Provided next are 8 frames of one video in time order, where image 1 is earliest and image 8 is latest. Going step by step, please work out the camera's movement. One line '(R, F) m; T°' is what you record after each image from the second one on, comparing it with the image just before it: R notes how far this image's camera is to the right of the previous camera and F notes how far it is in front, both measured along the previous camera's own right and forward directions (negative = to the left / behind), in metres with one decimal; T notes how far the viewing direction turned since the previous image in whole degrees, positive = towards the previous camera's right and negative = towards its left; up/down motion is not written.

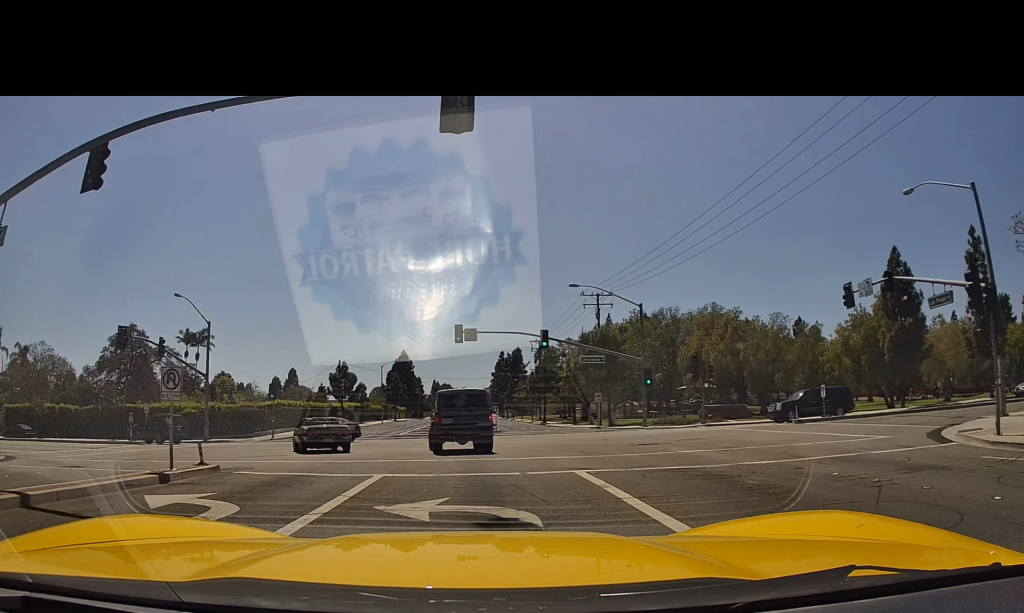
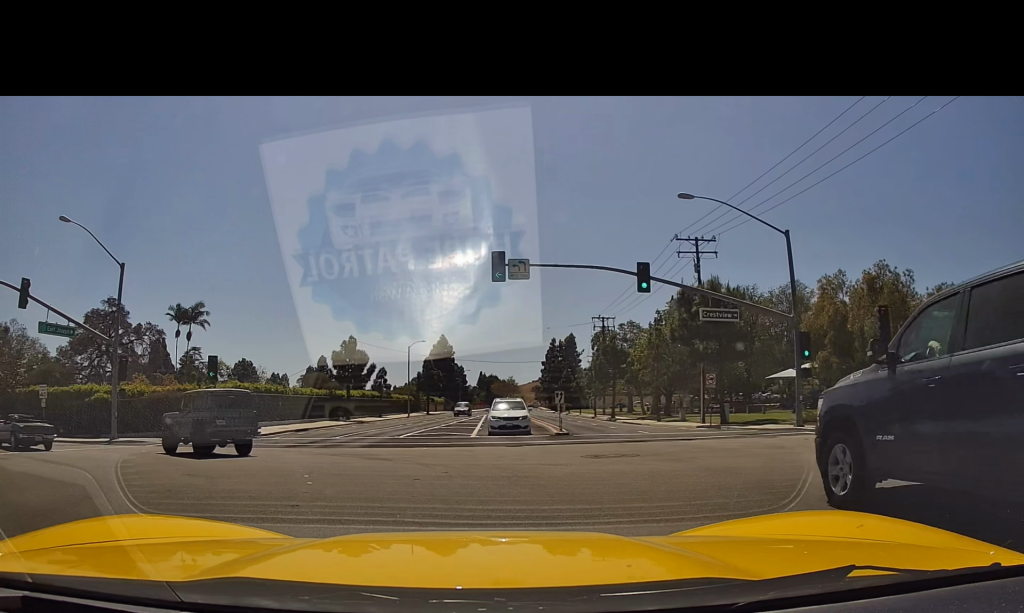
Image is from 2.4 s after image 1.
(+0.3, +19.8) m; -5°
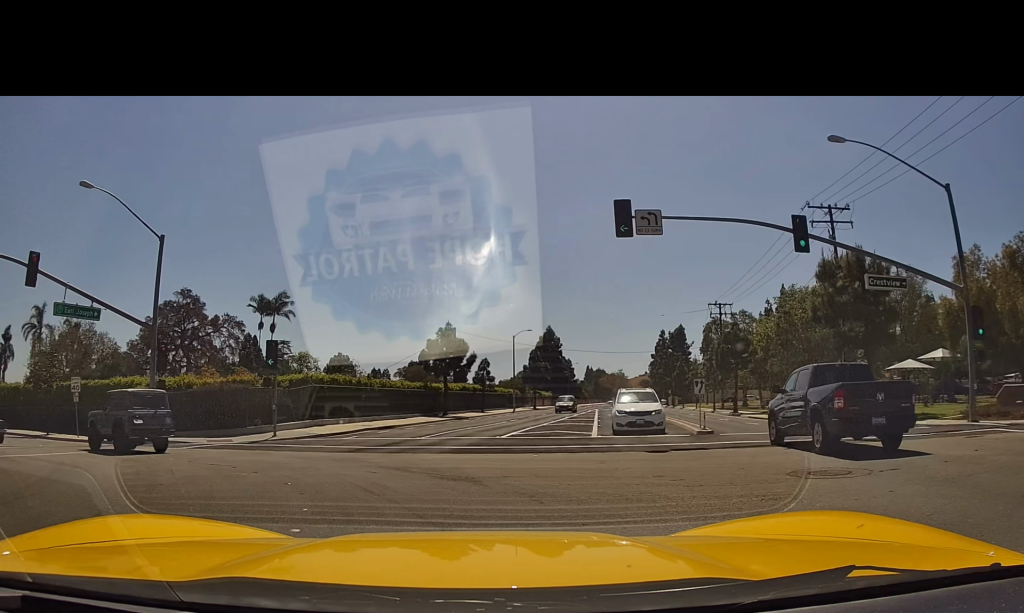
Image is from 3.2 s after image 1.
(-0.5, +6.1) m; +2°
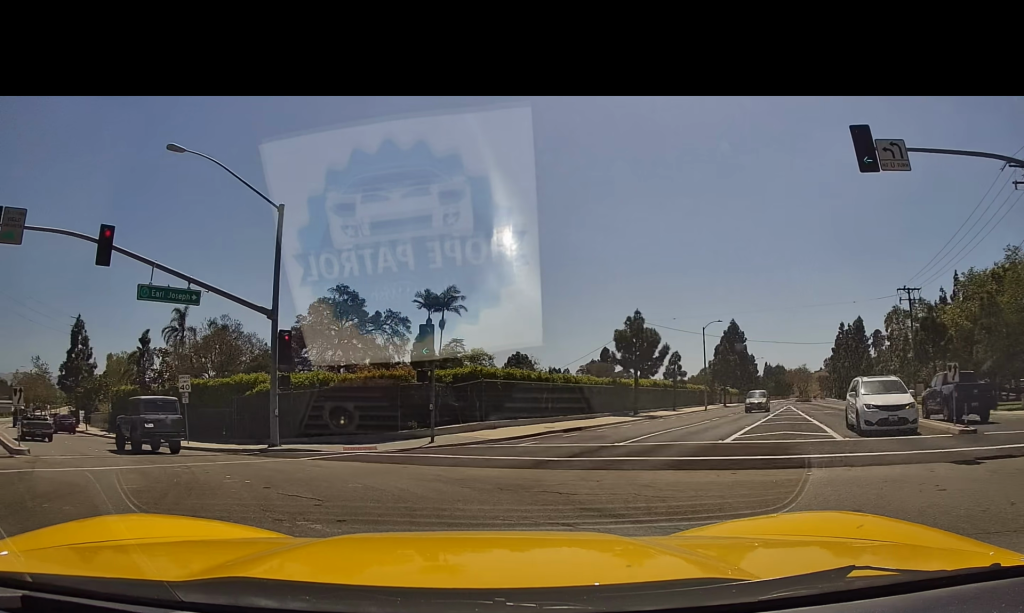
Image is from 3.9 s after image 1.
(+0.3, +5.9) m; -5°
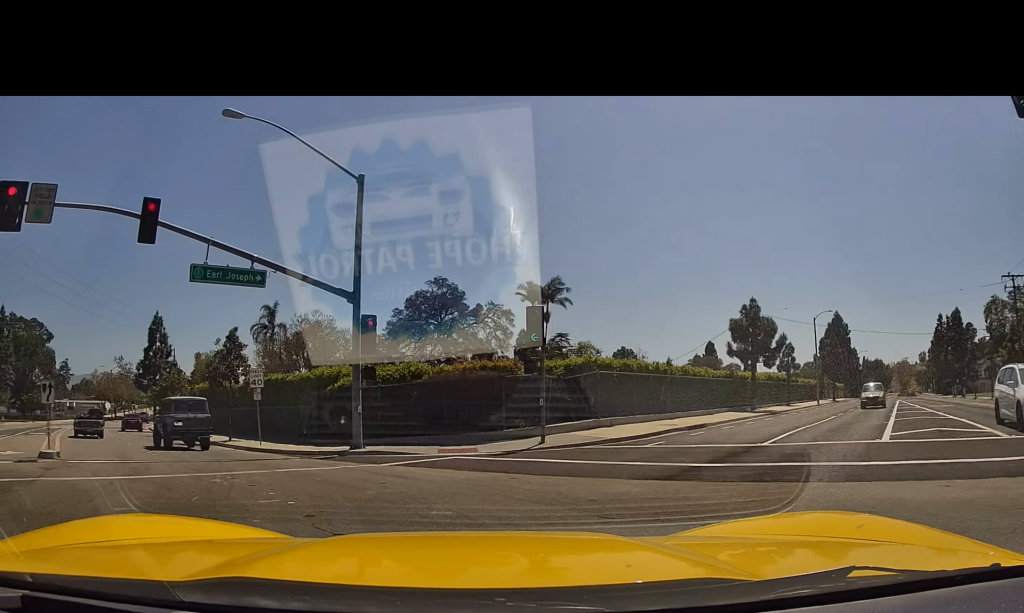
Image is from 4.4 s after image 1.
(+0.7, +3.3) m; -5°
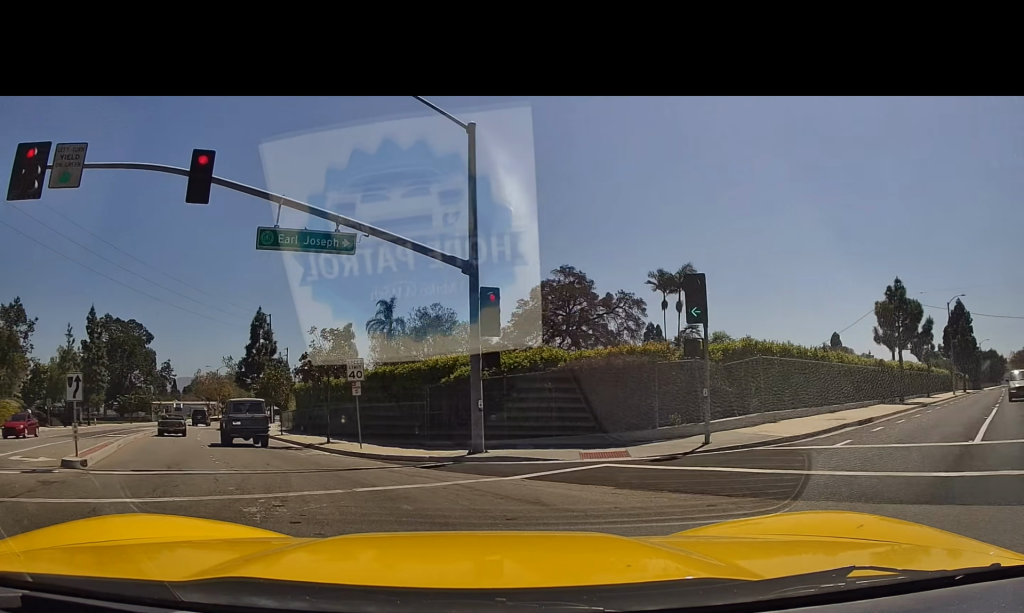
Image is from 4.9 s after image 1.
(-1.1, +3.5) m; -17°
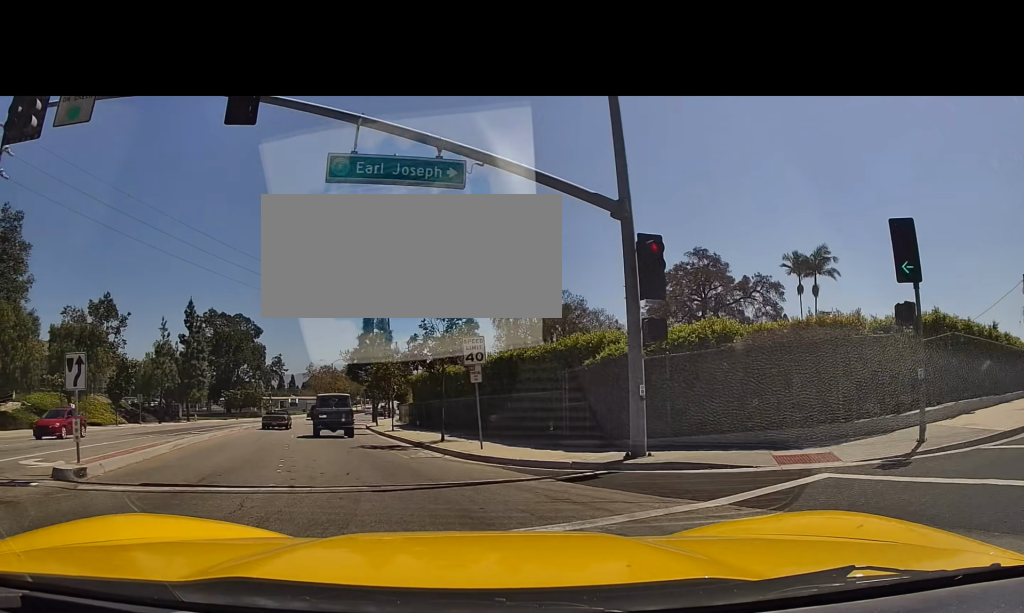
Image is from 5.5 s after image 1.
(-0.4, +3.7) m; -18°
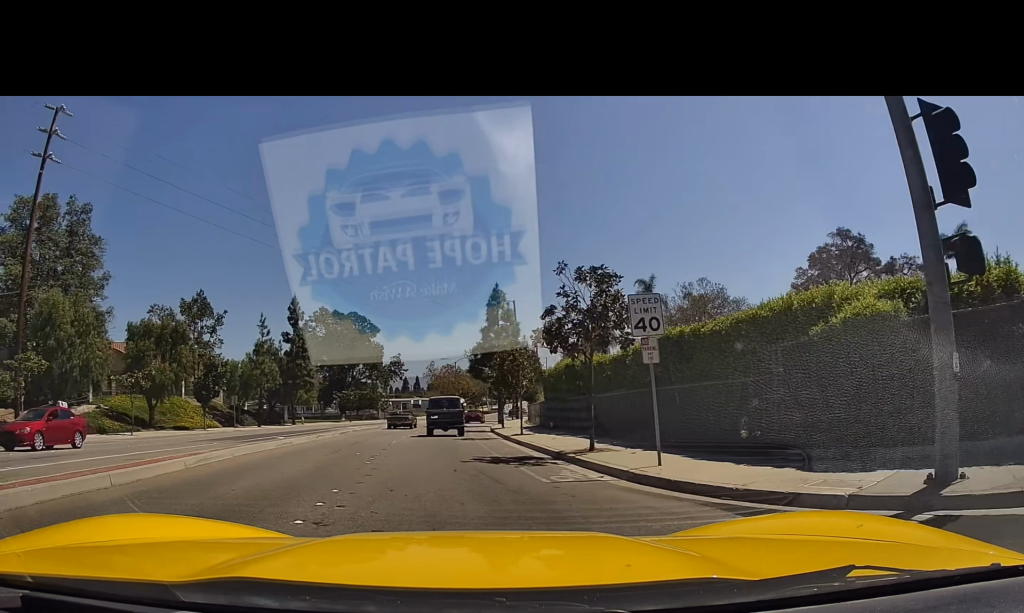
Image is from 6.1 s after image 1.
(-0.9, +4.8) m; -12°
